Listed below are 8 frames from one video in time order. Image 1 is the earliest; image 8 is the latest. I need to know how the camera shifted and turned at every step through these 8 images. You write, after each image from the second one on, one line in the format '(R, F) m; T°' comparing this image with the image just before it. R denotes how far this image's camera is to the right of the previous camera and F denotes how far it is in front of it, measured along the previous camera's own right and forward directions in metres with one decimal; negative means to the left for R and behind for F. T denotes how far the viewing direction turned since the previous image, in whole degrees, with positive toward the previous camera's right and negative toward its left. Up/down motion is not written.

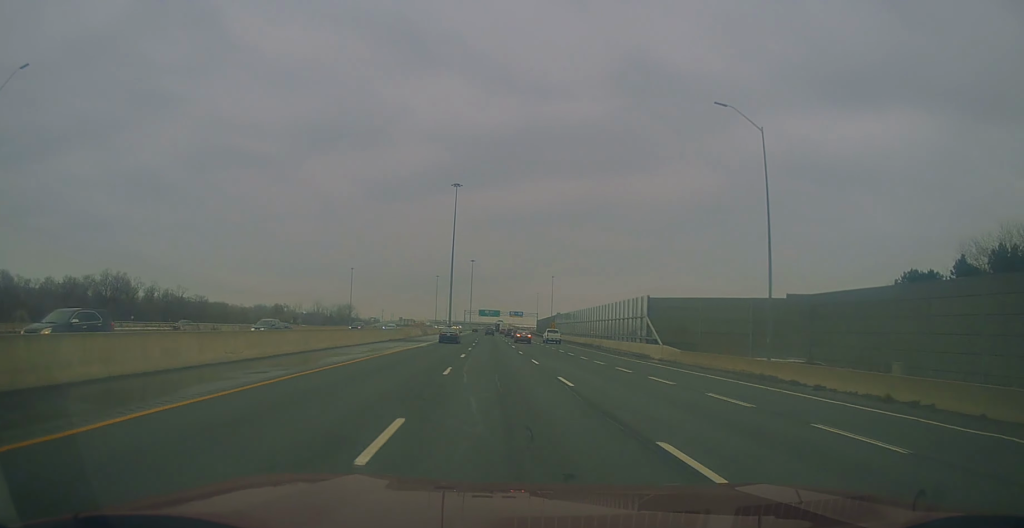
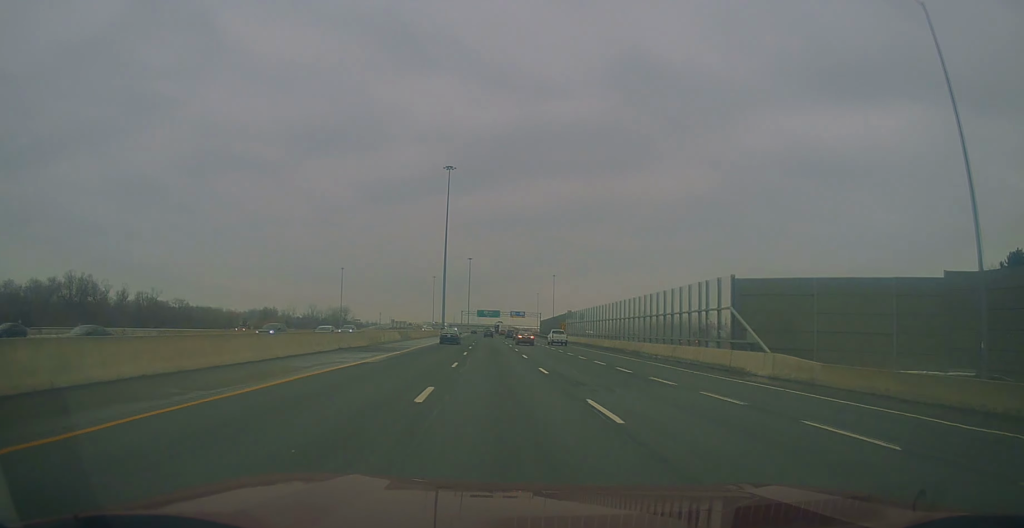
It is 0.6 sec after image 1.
(+0.1, +18.0) m; +1°
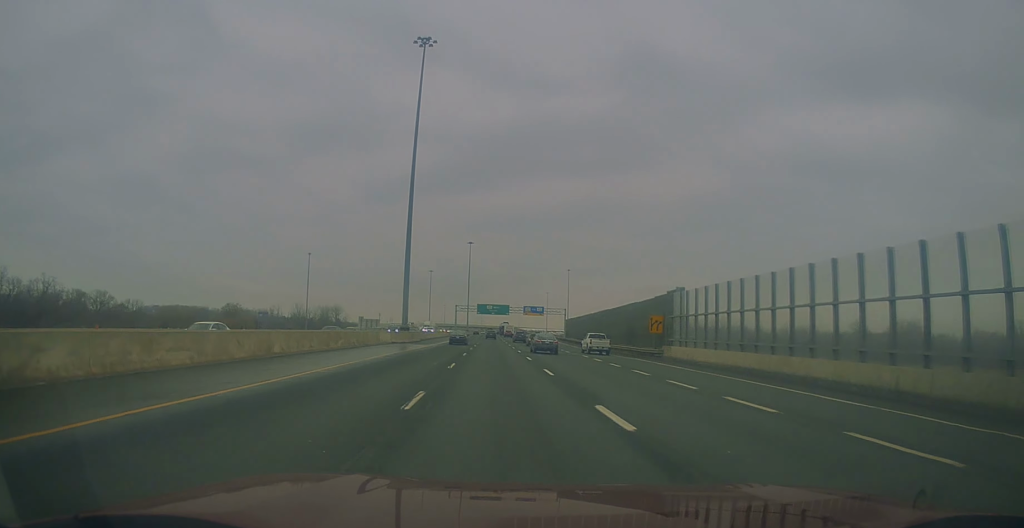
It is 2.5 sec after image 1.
(-0.4, +60.5) m; -2°
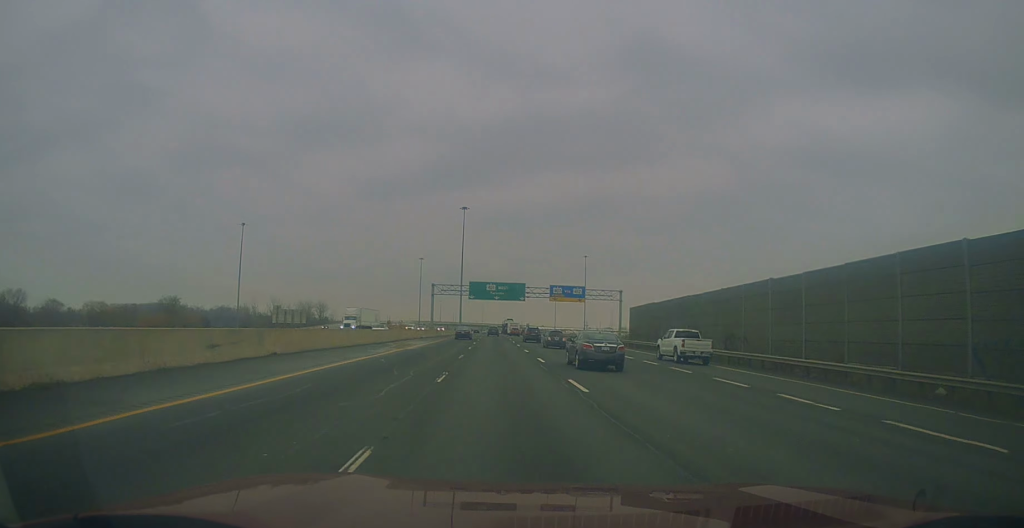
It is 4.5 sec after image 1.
(+0.1, +65.9) m; 0°
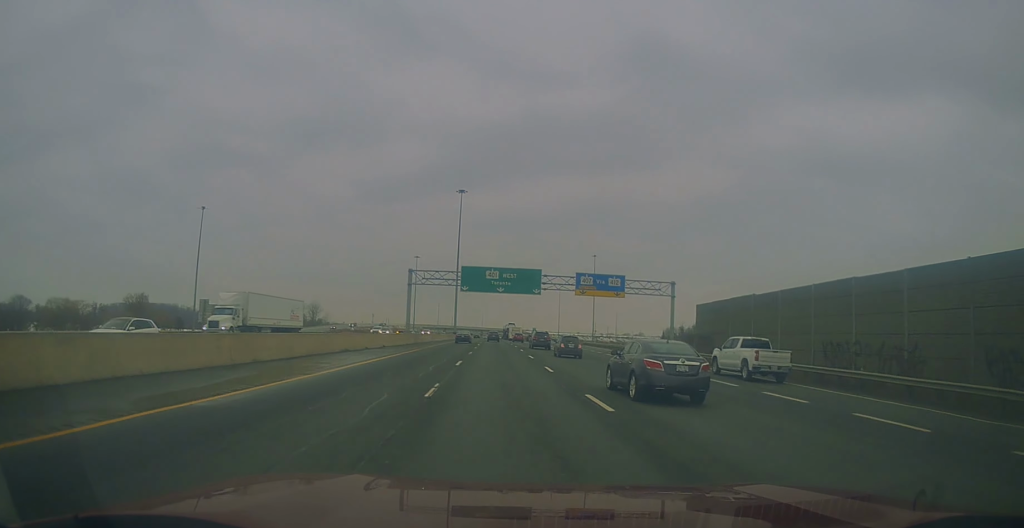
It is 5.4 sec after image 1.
(+0.1, +26.5) m; 0°
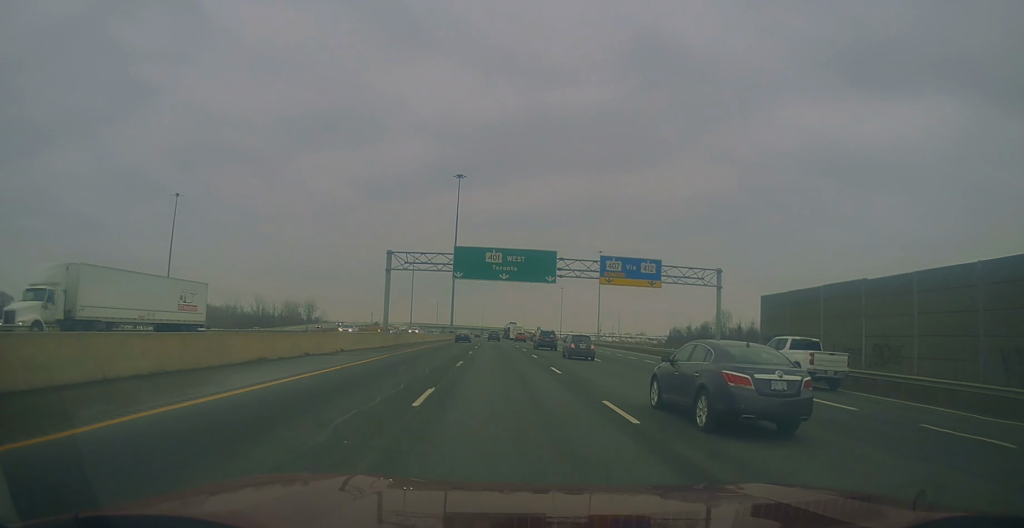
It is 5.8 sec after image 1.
(0.0, +13.7) m; 0°
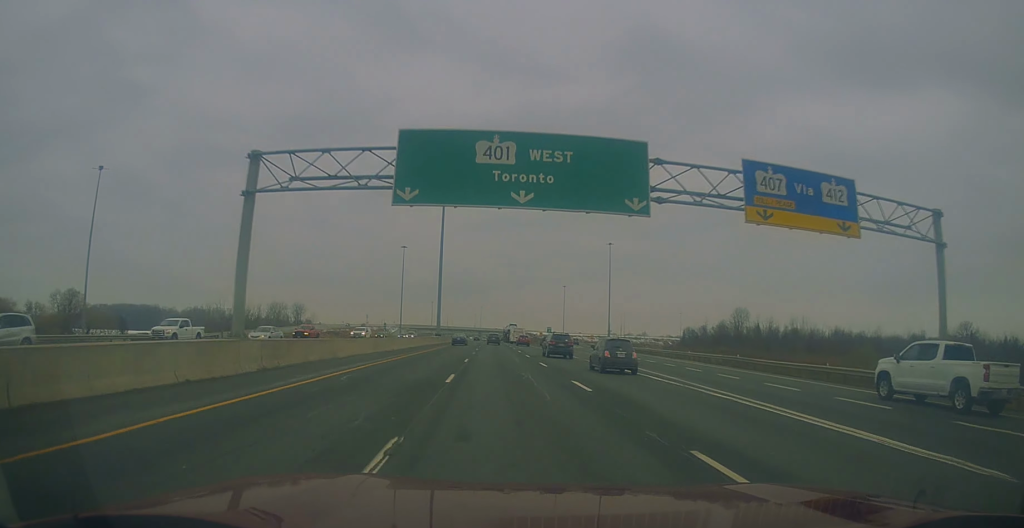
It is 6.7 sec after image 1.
(+0.1, +29.6) m; 0°
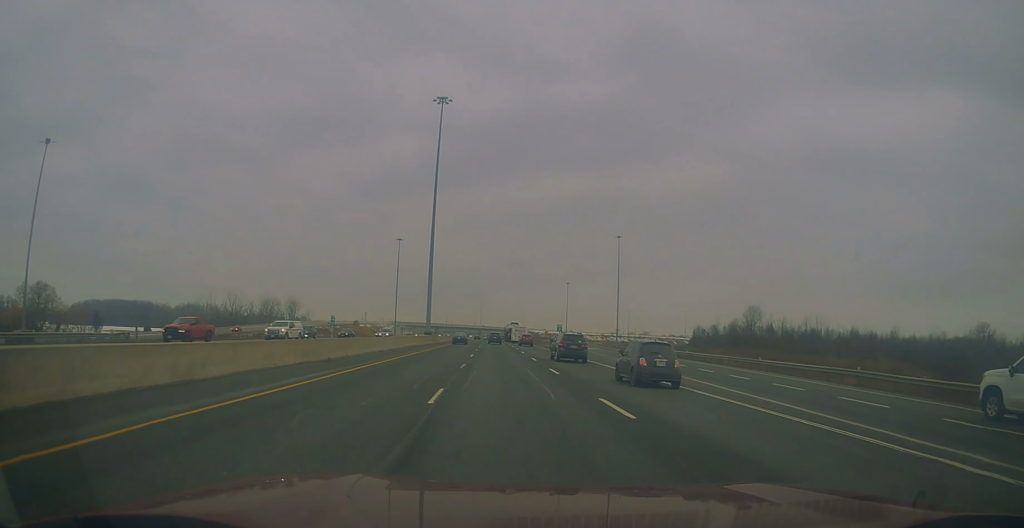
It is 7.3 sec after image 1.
(+0.3, +16.8) m; 0°
